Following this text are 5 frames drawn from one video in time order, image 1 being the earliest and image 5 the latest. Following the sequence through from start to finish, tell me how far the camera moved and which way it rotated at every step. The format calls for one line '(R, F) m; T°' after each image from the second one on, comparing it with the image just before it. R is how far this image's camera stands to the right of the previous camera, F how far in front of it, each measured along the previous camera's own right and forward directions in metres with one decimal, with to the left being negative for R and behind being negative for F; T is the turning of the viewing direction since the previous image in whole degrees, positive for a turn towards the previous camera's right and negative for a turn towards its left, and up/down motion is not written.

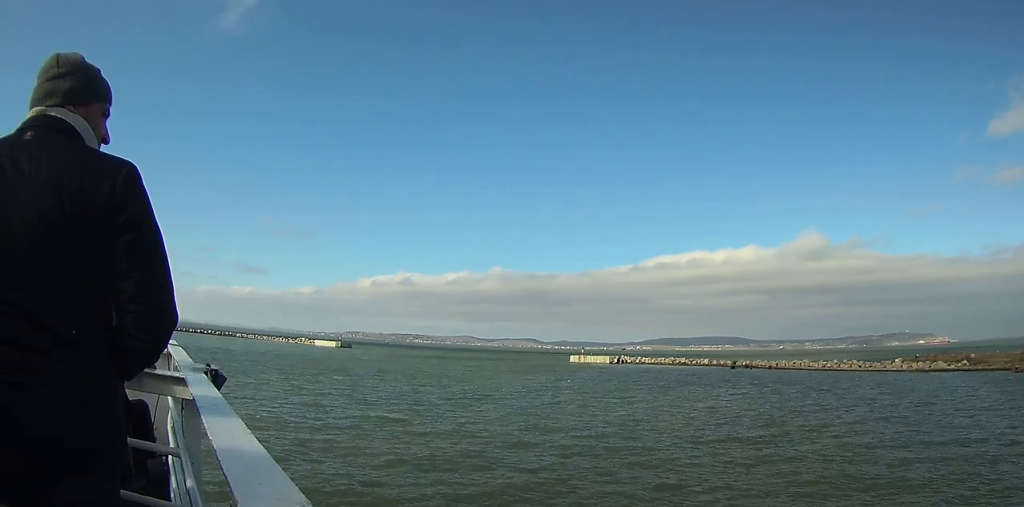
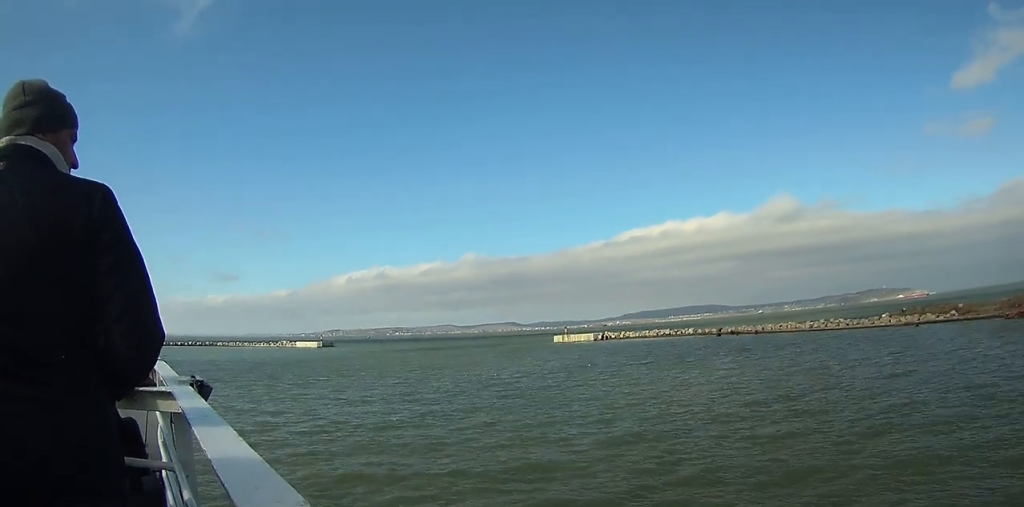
(-0.1, +2.8) m; -2°
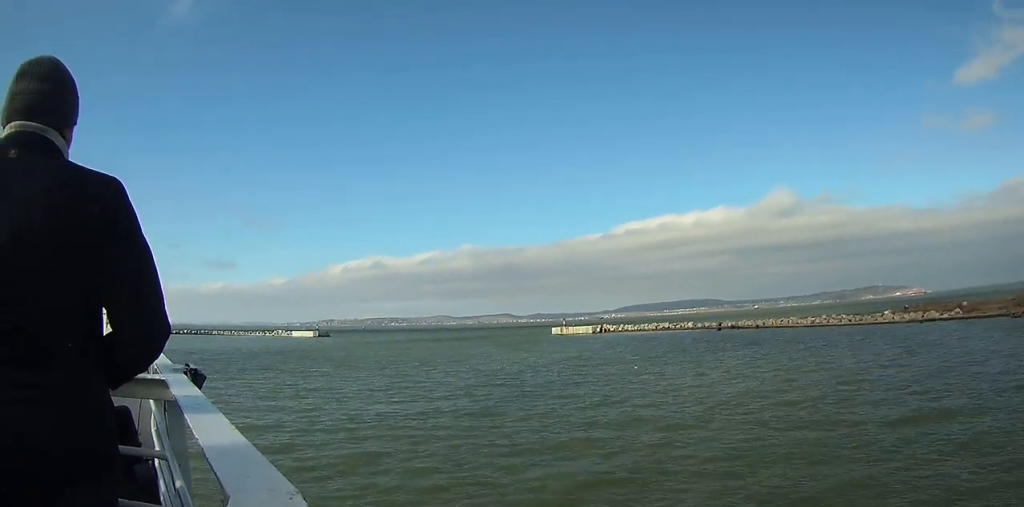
(0.0, +2.8) m; +1°
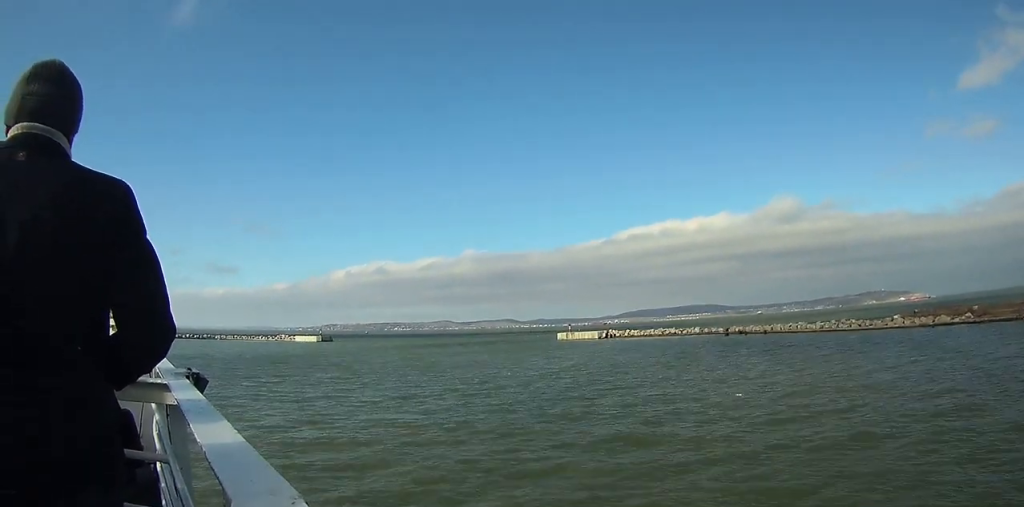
(+0.1, +2.5) m; +2°
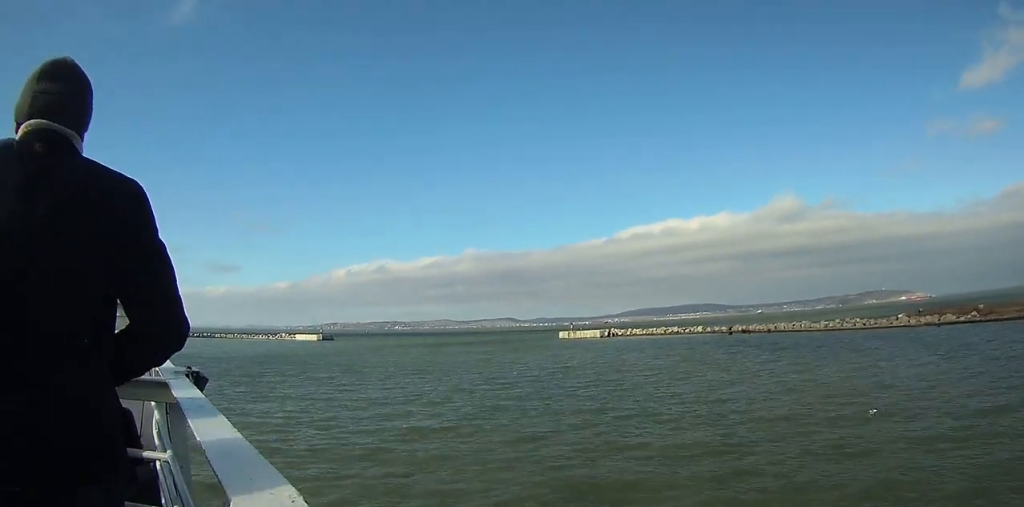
(0.0, +1.7) m; +1°
